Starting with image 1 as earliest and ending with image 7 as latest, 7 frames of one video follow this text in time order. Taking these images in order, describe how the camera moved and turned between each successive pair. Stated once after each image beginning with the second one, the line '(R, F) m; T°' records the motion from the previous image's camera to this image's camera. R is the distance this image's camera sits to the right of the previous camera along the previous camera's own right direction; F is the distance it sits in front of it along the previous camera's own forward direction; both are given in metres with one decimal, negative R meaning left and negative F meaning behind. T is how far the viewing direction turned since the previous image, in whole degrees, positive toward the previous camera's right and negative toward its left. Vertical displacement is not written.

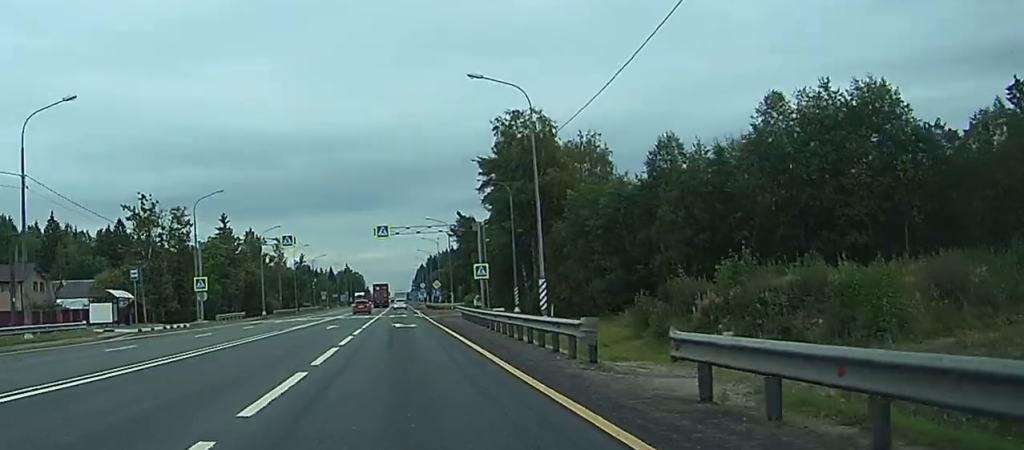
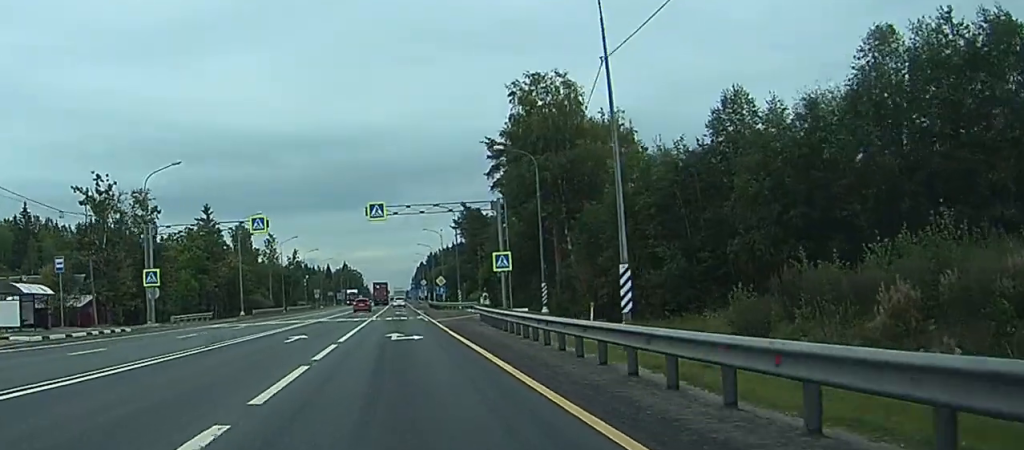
(+0.2, +14.7) m; +1°
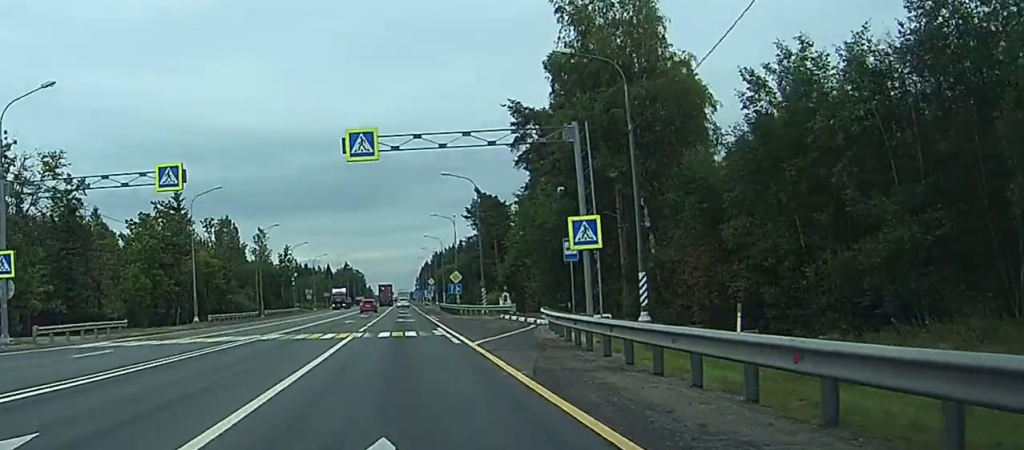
(+0.1, +23.8) m; 0°
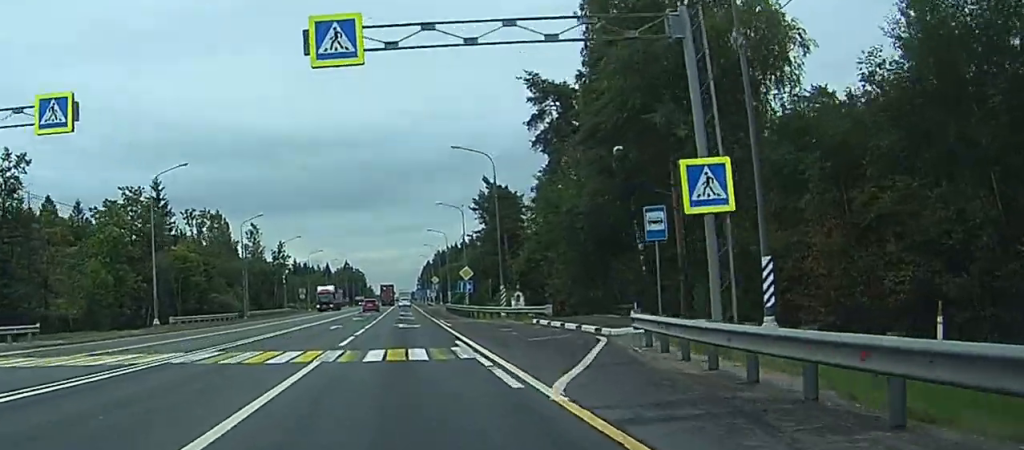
(0.0, +12.8) m; 0°
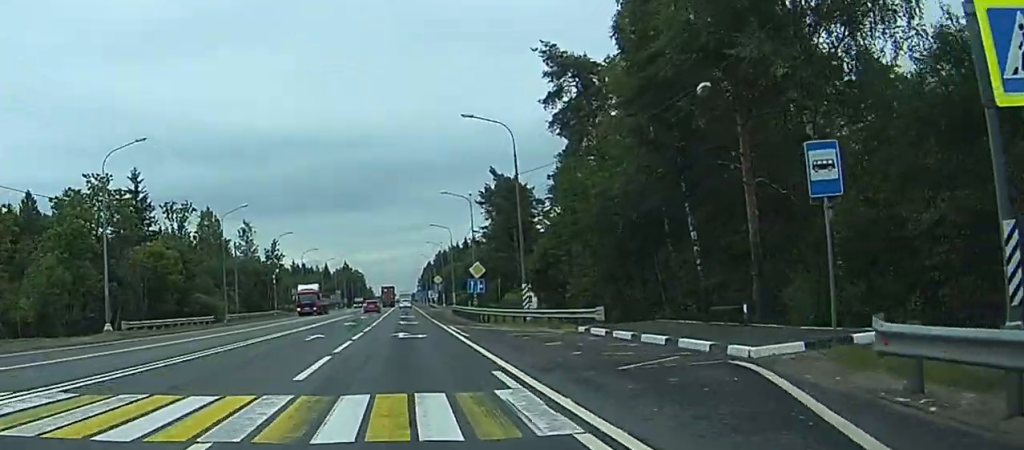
(0.0, +10.3) m; 0°
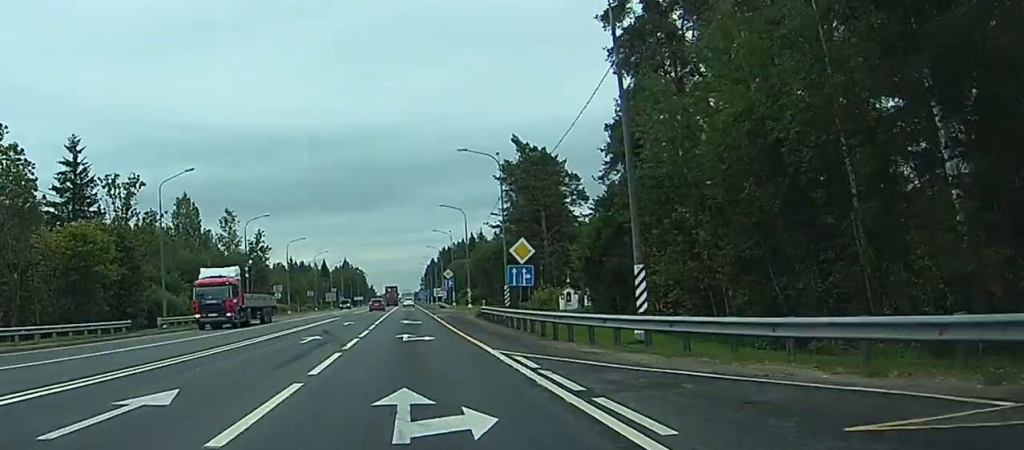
(0.0, +22.7) m; 0°
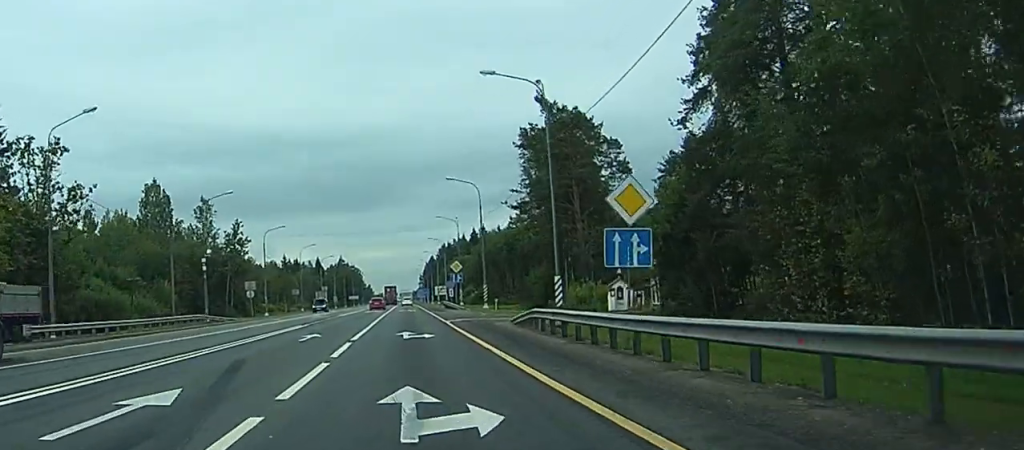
(0.0, +19.9) m; +1°
